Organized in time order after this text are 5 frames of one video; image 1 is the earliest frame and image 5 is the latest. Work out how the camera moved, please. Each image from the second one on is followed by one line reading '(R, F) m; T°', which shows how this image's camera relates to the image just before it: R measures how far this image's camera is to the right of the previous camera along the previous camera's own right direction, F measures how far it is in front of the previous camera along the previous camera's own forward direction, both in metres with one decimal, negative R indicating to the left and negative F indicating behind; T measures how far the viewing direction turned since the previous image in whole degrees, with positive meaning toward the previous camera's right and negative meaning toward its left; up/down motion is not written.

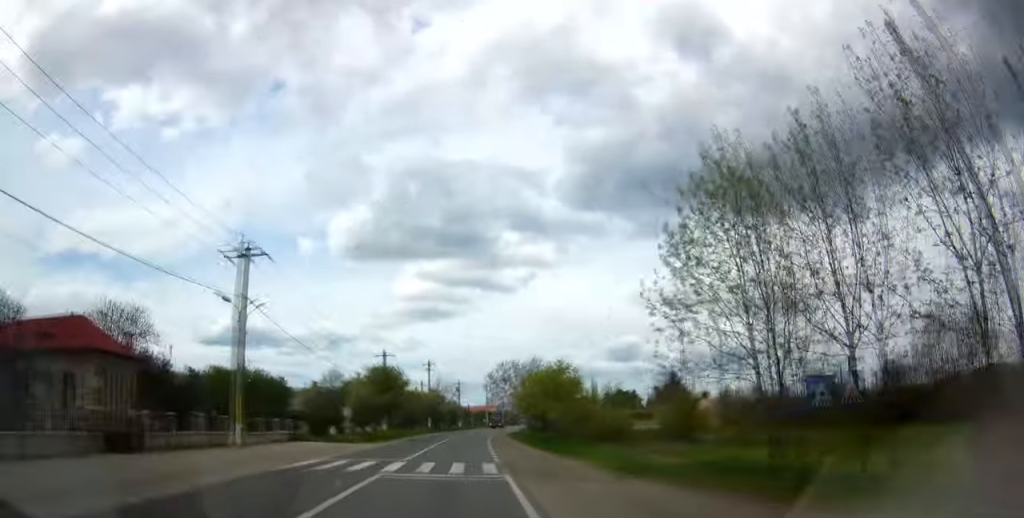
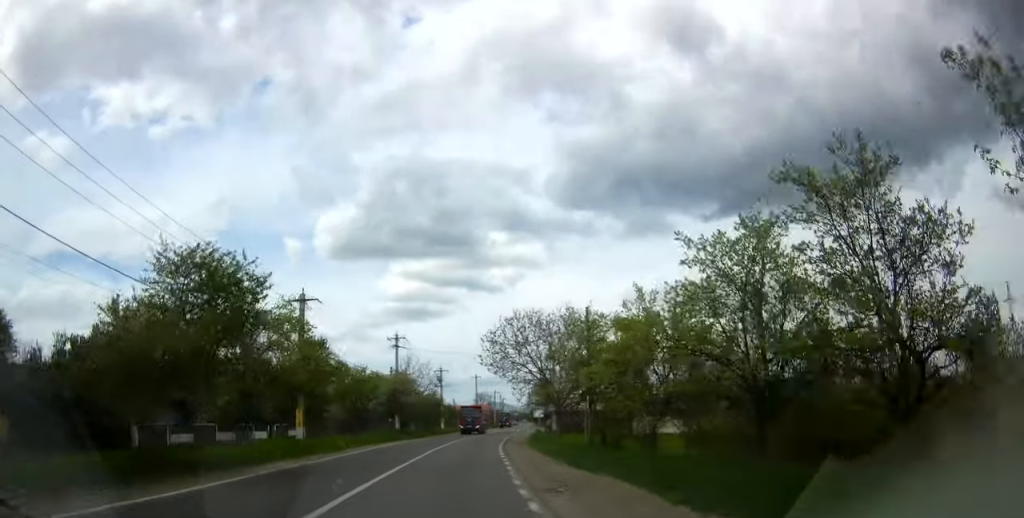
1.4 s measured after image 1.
(-0.7, +33.4) m; 0°
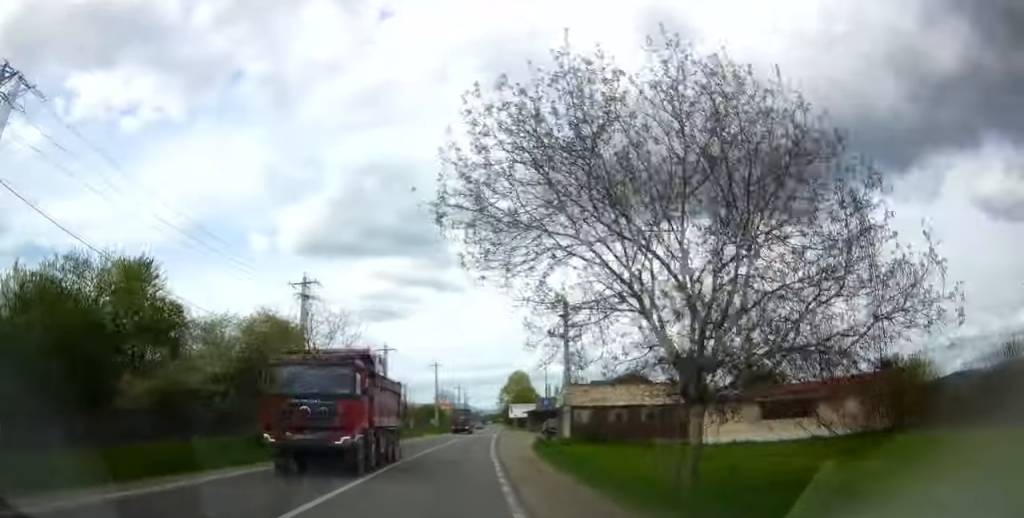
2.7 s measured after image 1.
(+0.8, +29.9) m; +2°
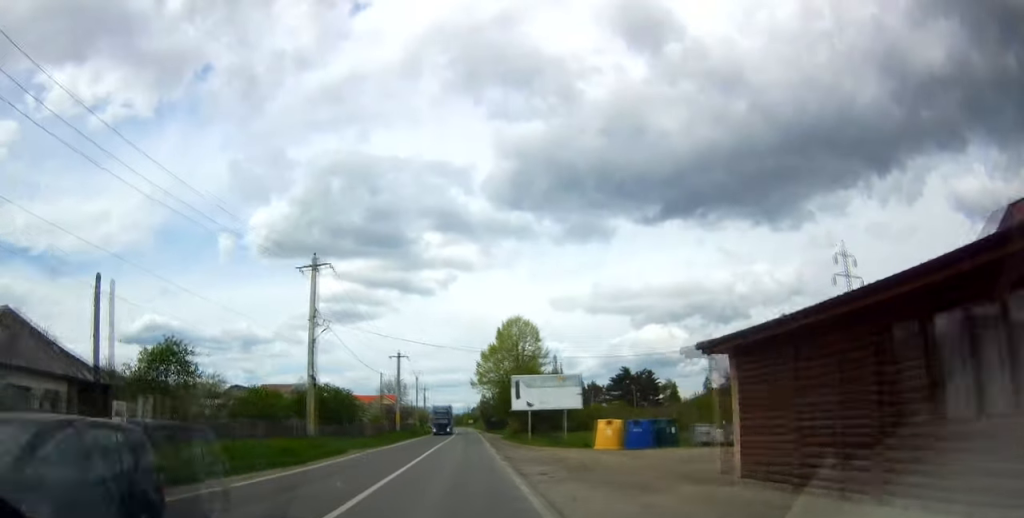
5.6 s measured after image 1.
(+1.5, +68.7) m; +4°
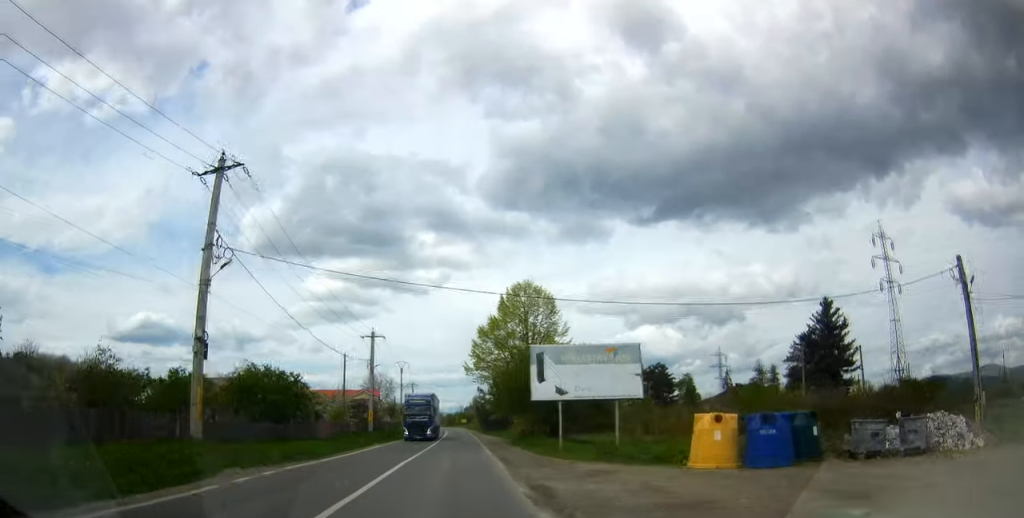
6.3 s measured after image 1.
(+0.2, +16.0) m; +1°
